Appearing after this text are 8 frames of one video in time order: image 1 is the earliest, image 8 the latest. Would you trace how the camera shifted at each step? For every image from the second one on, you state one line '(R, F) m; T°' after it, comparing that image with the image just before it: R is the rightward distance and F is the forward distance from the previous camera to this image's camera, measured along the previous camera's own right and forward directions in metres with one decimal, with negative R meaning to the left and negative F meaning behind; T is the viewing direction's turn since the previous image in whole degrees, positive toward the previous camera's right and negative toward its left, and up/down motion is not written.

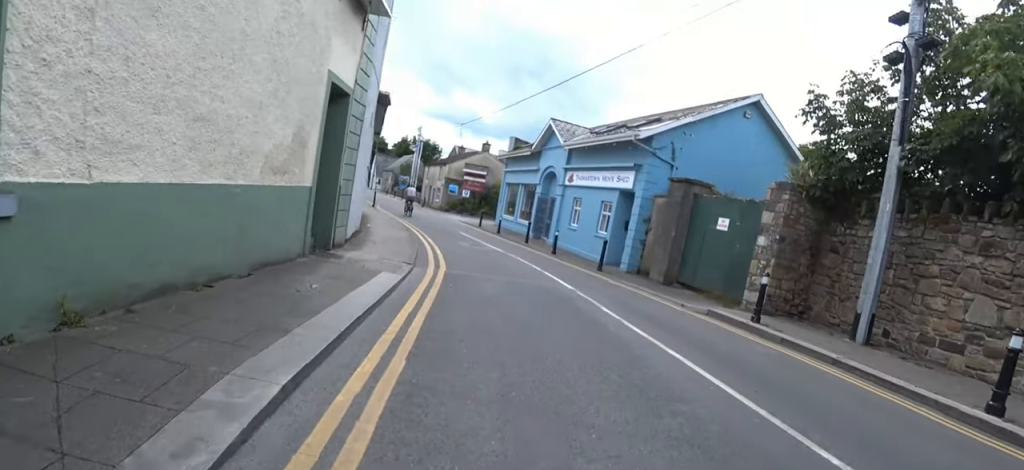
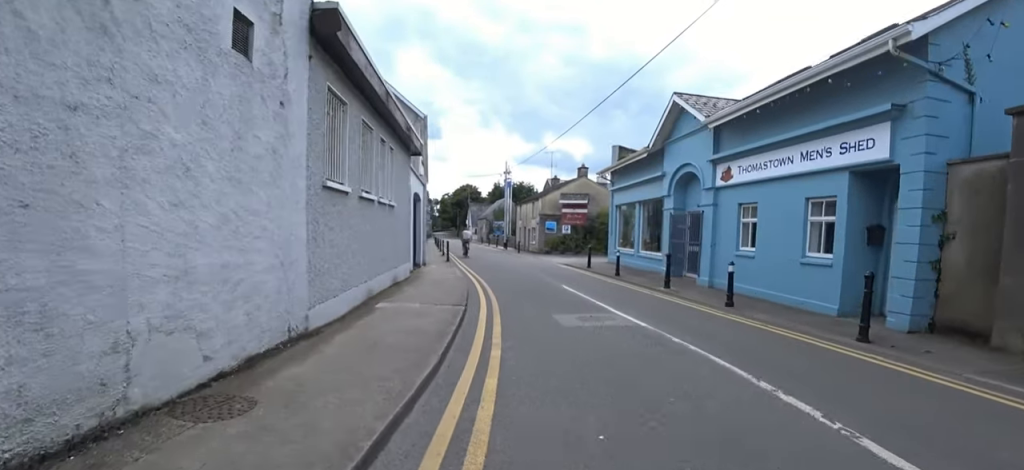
(-2.0, +5.8) m; -13°
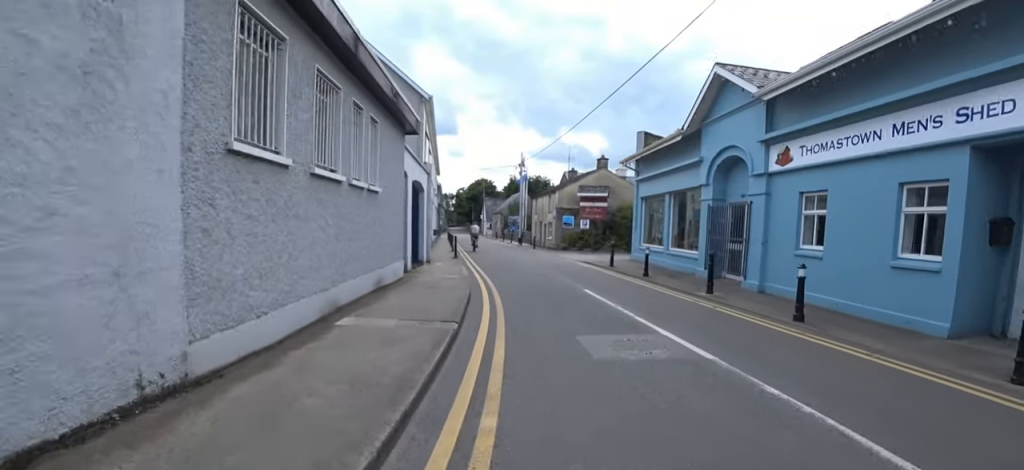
(+0.5, +1.7) m; 0°
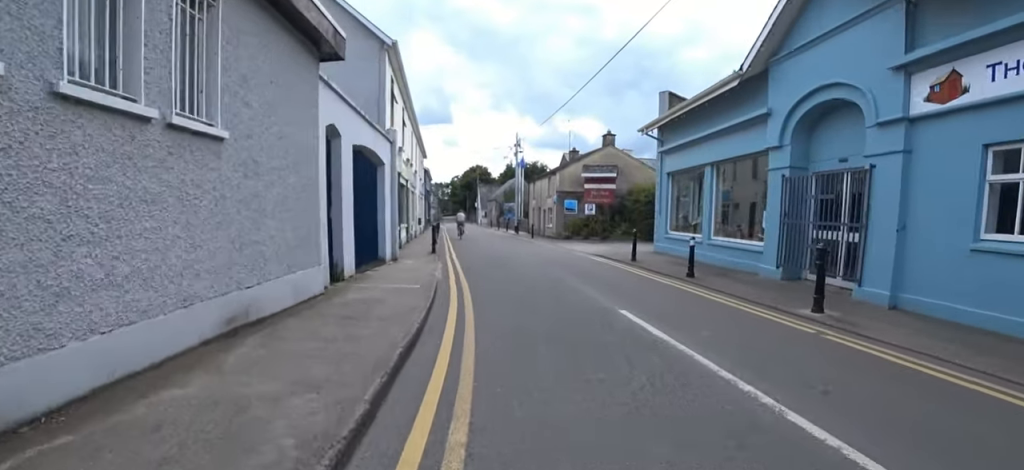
(+0.1, +3.5) m; -10°
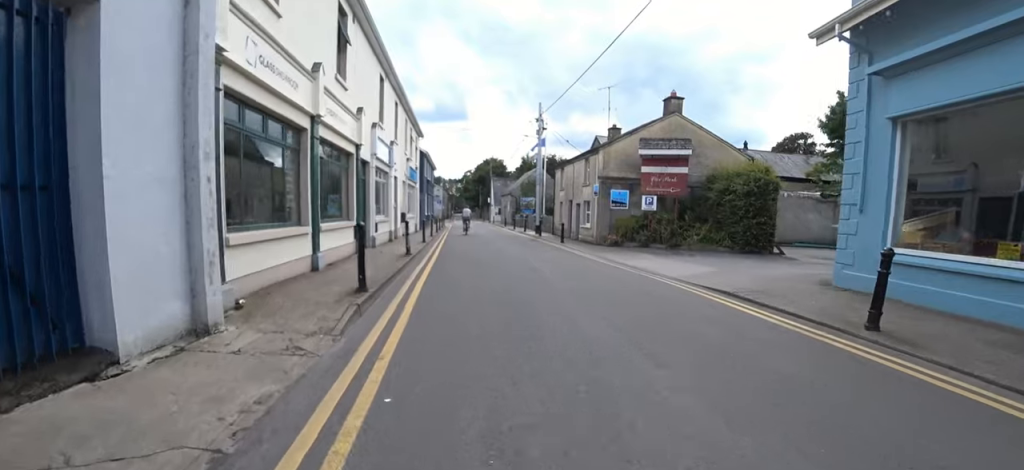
(-2.3, +7.7) m; -15°
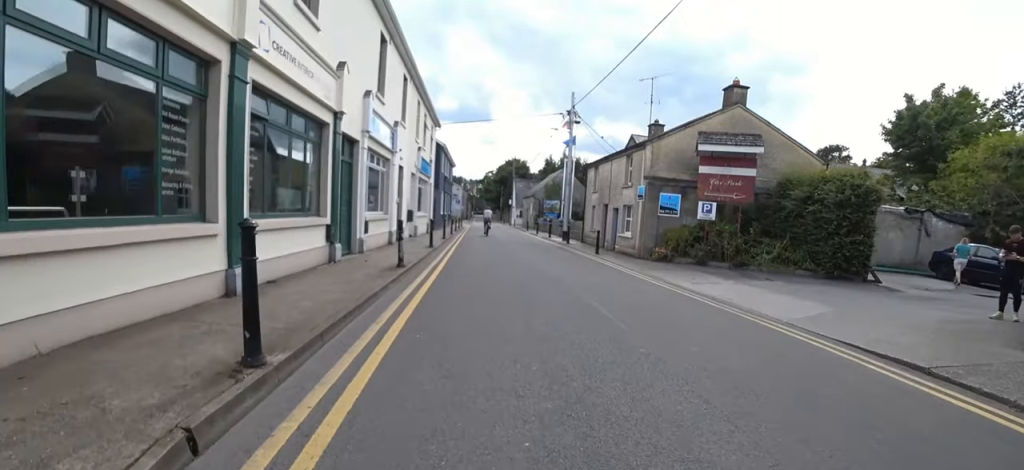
(+0.4, +3.1) m; +4°
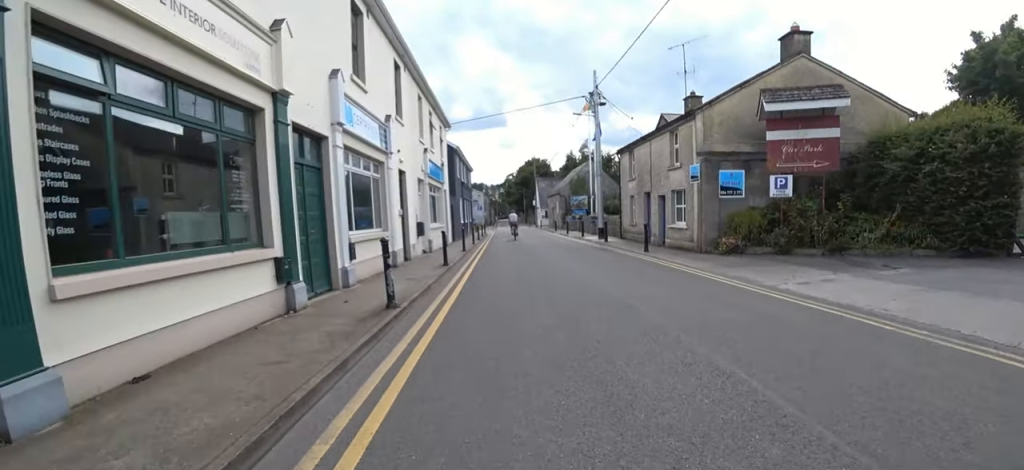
(0.0, +2.7) m; -5°
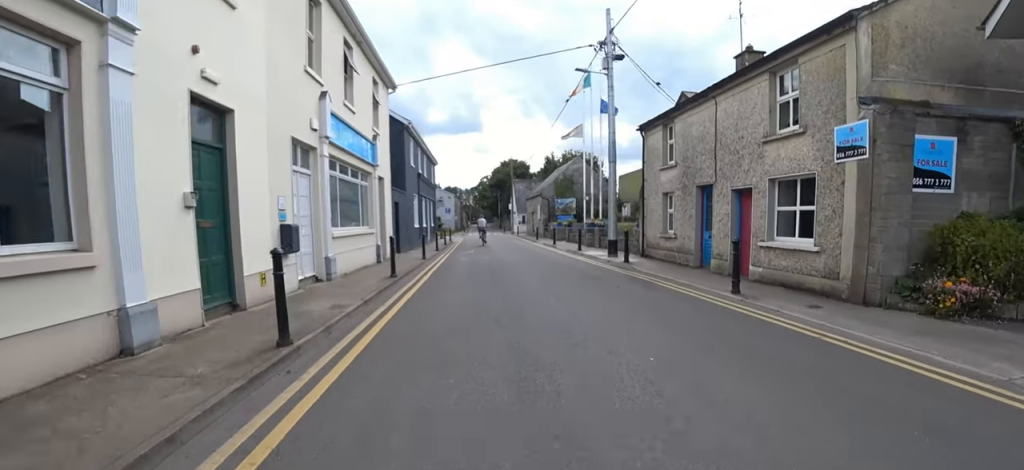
(-1.6, +7.0) m; -12°
